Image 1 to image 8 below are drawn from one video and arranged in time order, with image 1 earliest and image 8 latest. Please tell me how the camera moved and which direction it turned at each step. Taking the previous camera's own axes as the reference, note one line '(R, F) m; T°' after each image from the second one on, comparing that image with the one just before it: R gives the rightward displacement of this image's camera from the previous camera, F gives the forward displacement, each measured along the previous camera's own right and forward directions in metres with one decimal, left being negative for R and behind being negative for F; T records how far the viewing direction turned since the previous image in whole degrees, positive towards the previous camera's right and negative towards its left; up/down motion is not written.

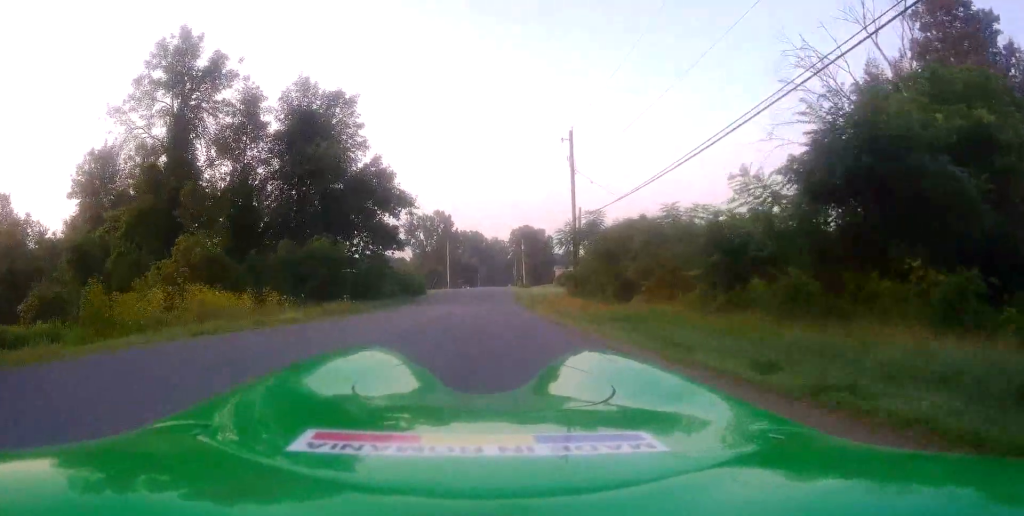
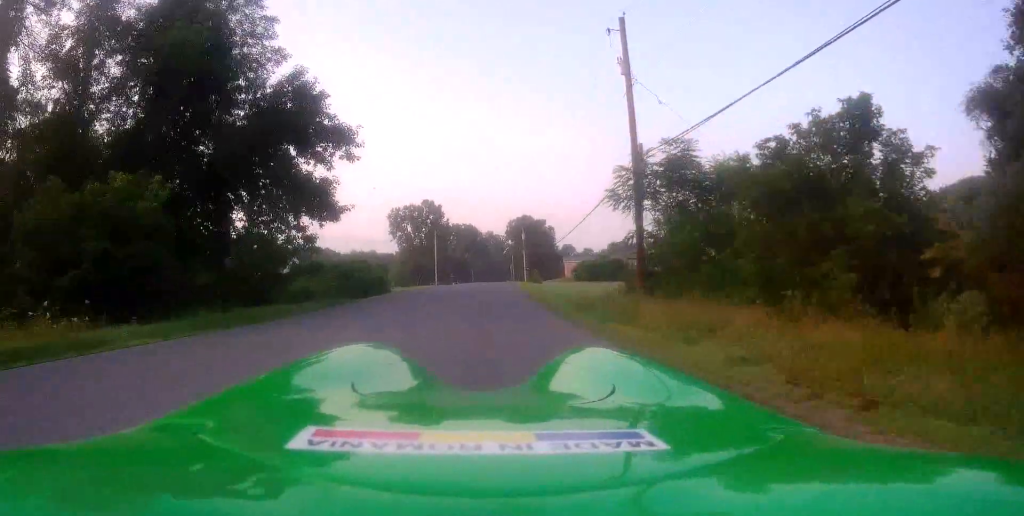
(+0.4, +17.6) m; 0°
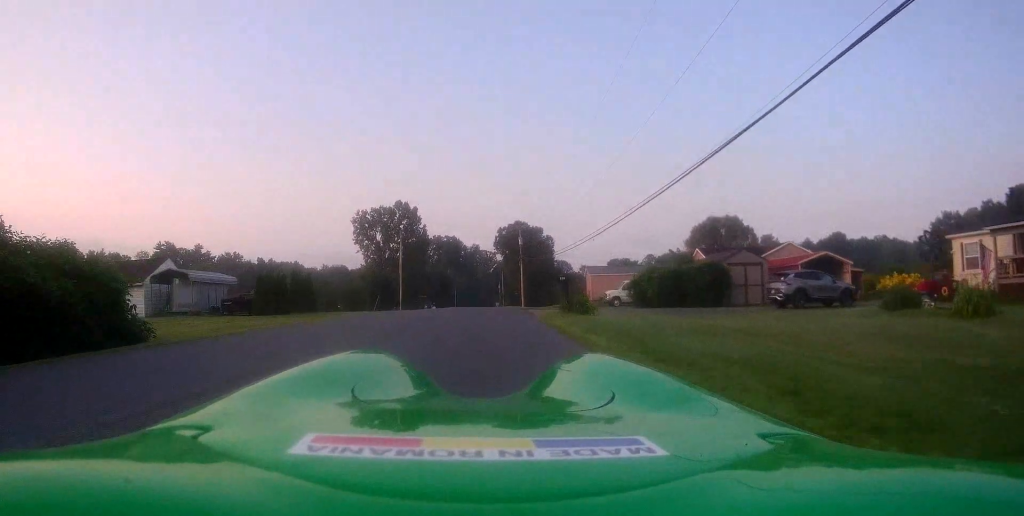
(+0.1, +26.9) m; +1°
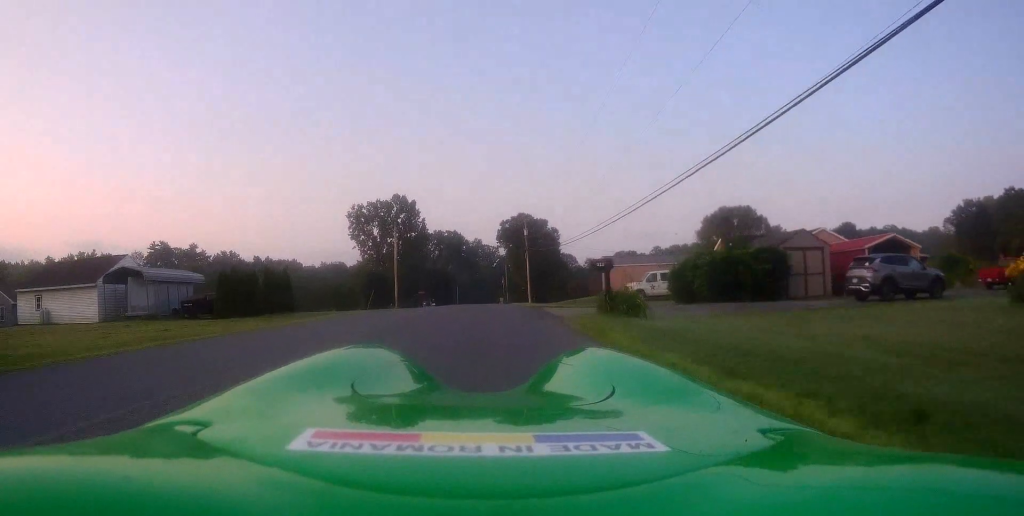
(0.0, +6.0) m; 0°
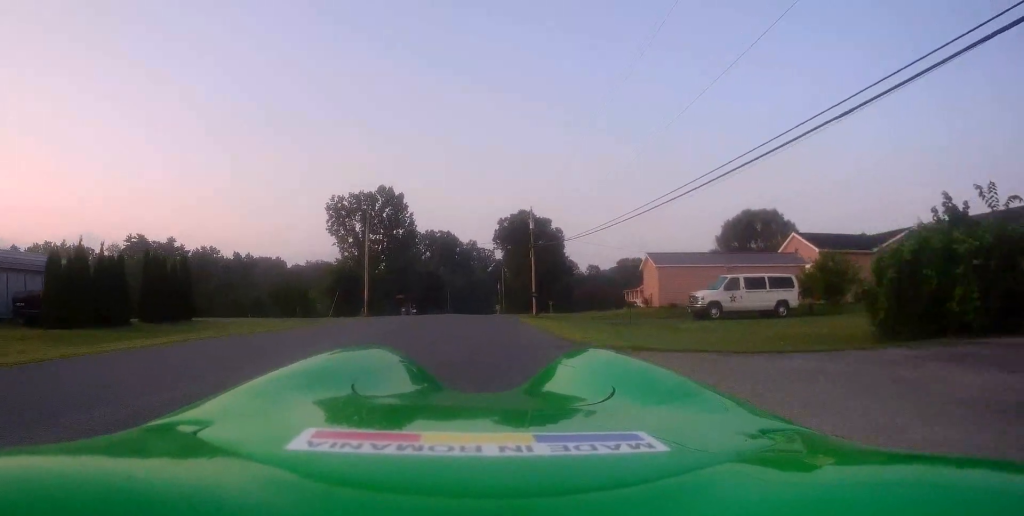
(+0.1, +14.1) m; 0°
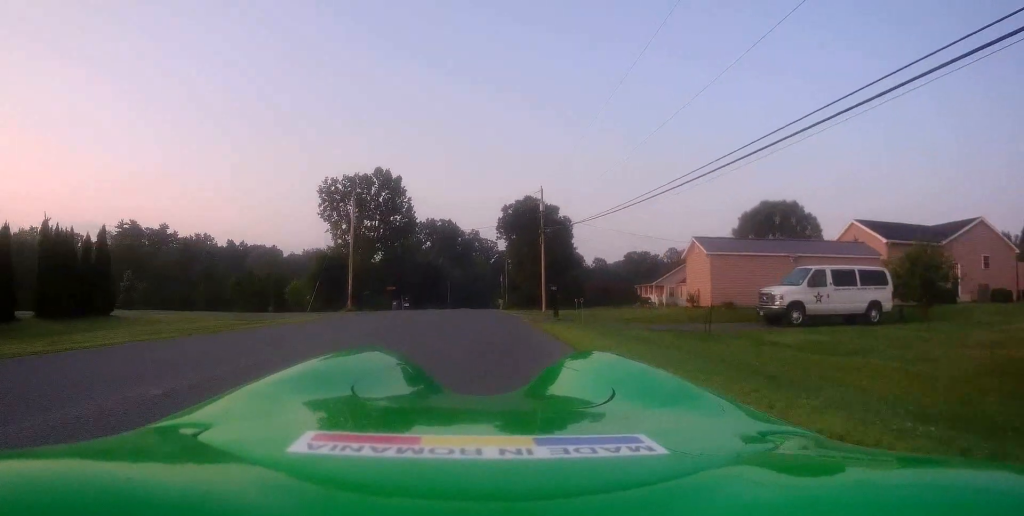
(-0.1, +7.5) m; -1°
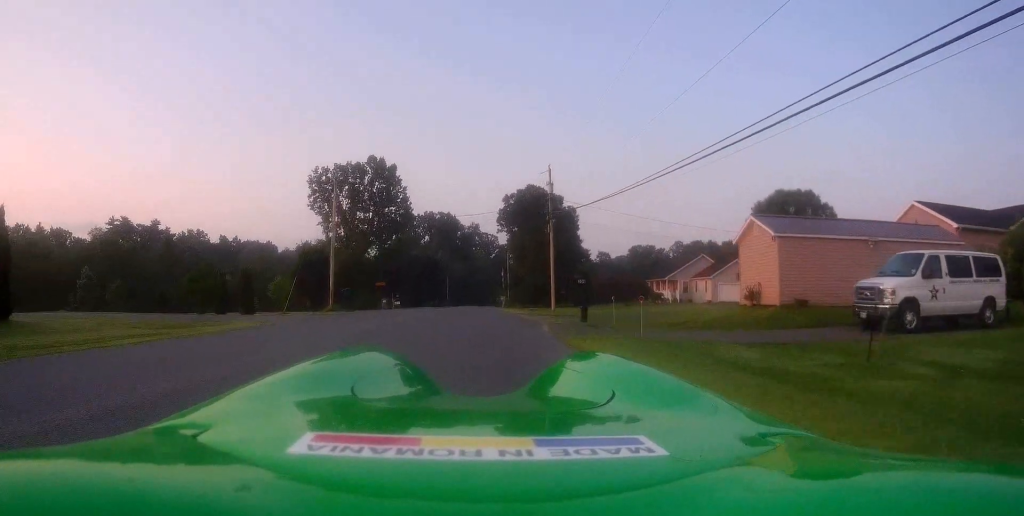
(-0.1, +6.0) m; -1°
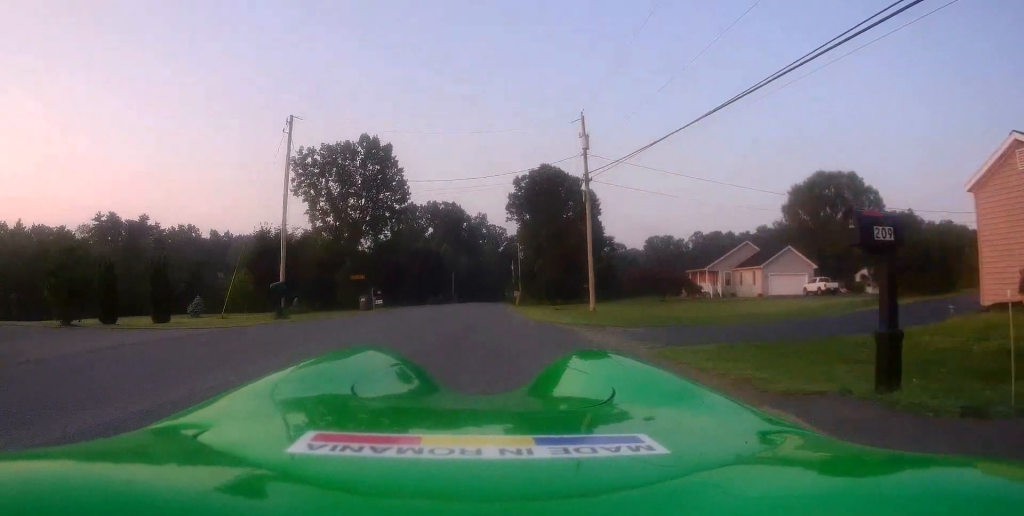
(-0.2, +12.0) m; 0°
